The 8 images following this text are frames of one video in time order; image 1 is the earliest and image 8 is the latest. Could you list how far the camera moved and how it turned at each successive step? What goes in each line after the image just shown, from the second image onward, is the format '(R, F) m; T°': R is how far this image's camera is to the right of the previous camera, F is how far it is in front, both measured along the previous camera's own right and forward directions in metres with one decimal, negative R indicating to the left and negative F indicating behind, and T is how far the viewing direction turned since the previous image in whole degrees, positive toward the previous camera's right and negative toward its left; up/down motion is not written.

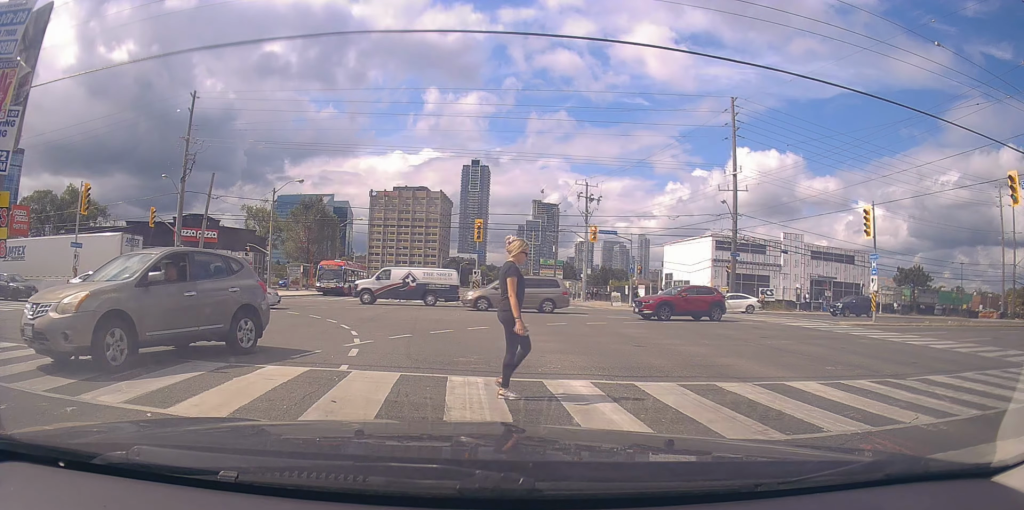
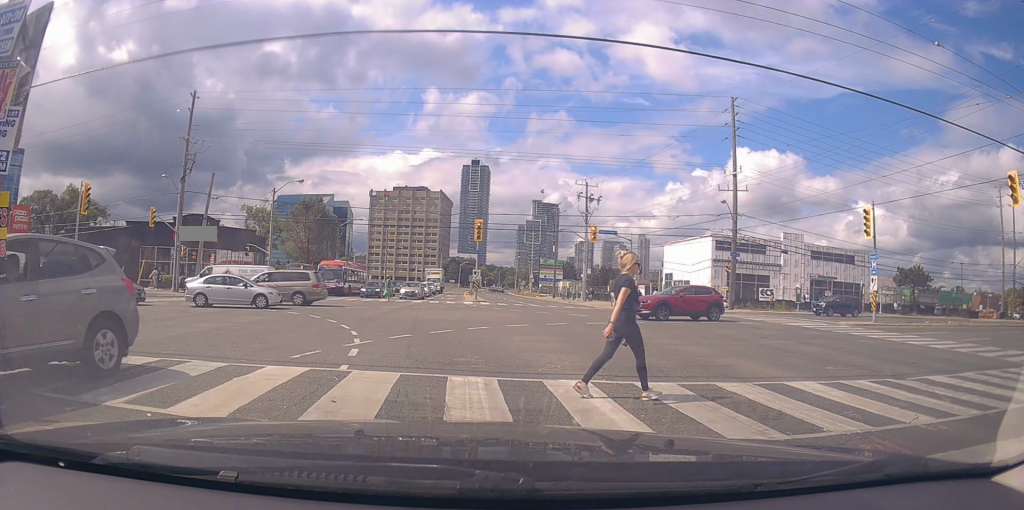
(0.0, 0.0) m; 0°
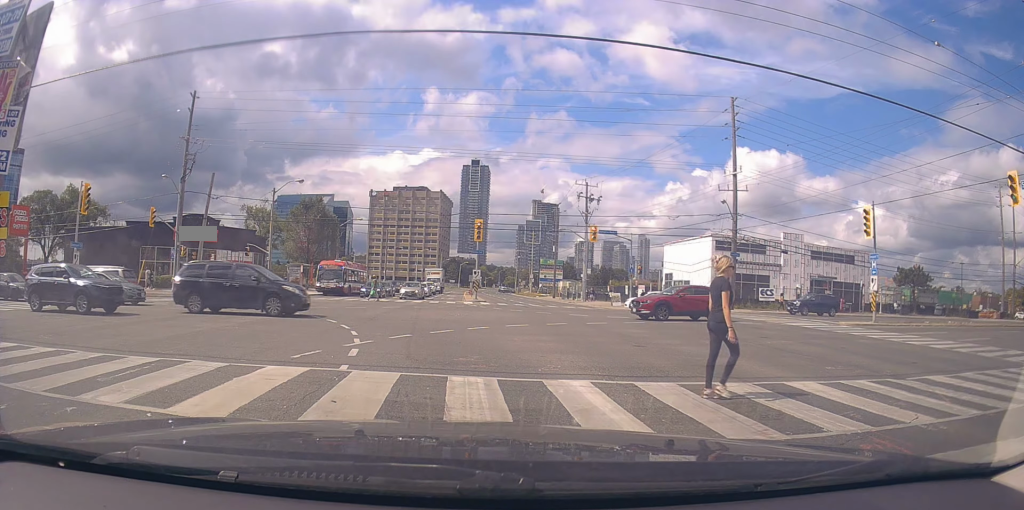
(0.0, 0.0) m; 0°
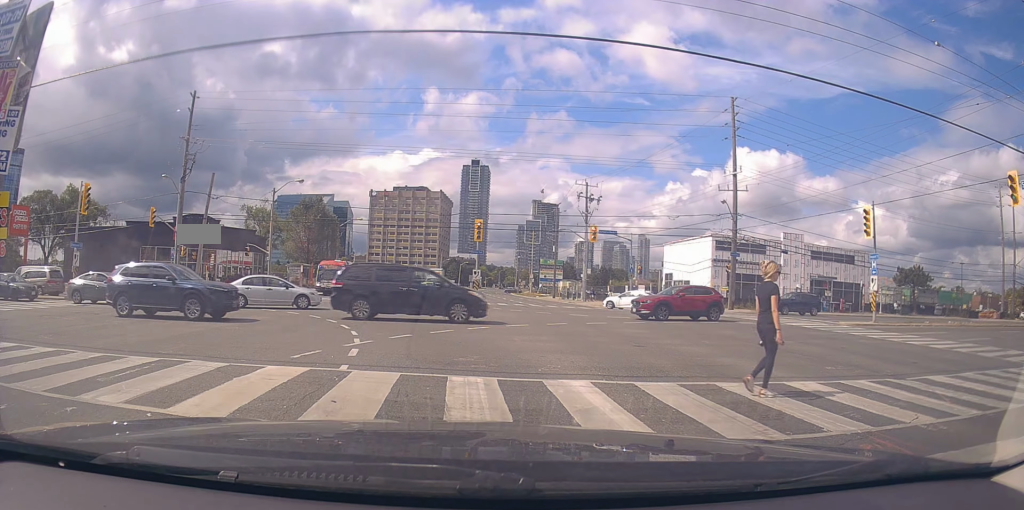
(0.0, 0.0) m; 0°
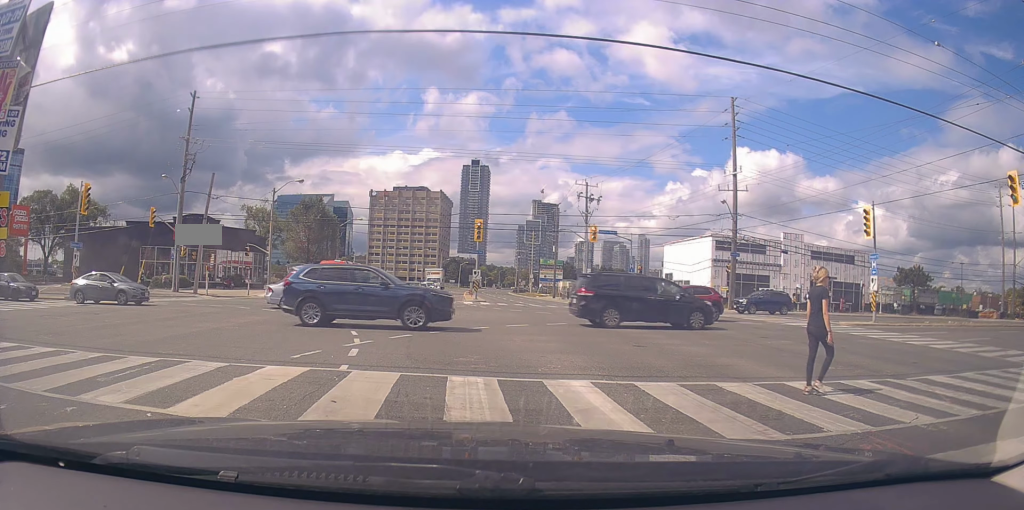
(0.0, 0.0) m; 0°
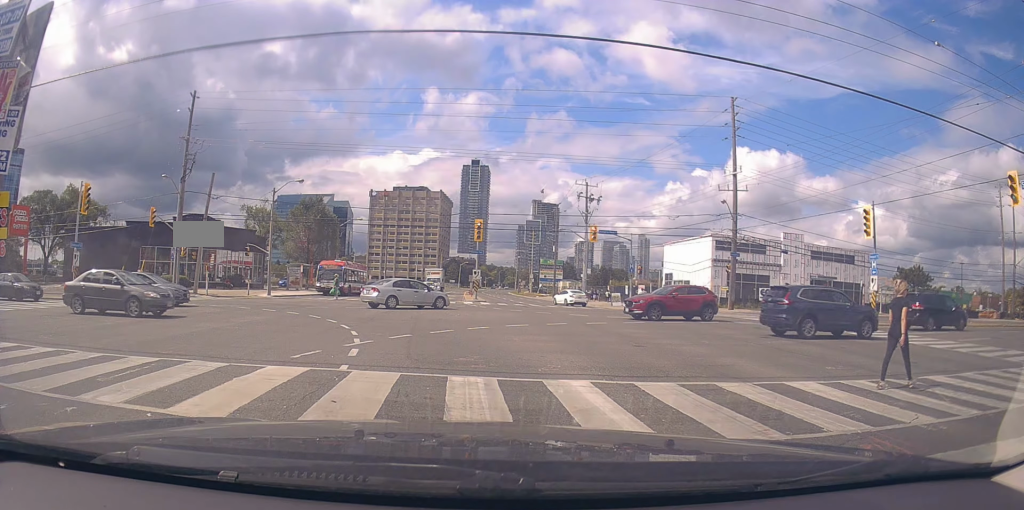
(0.0, 0.0) m; 0°
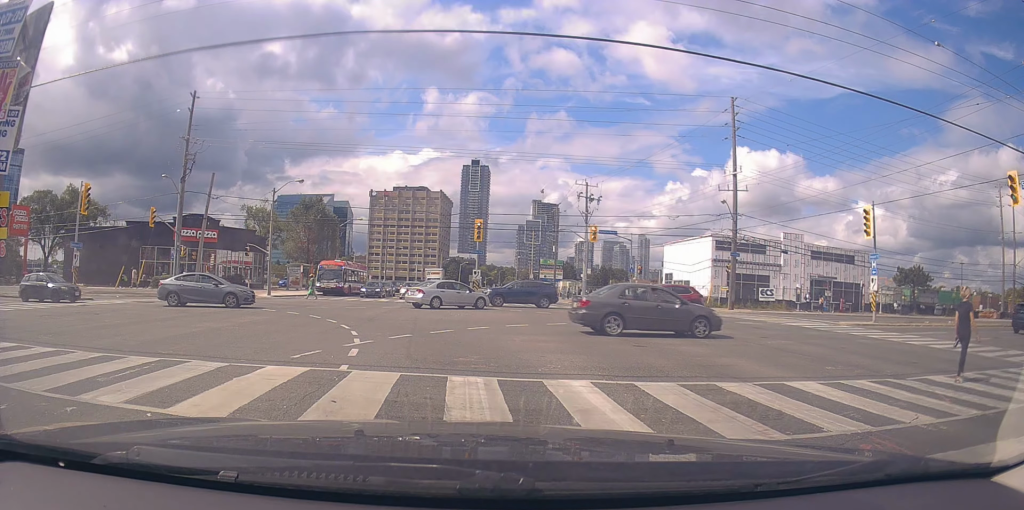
(0.0, 0.0) m; 0°
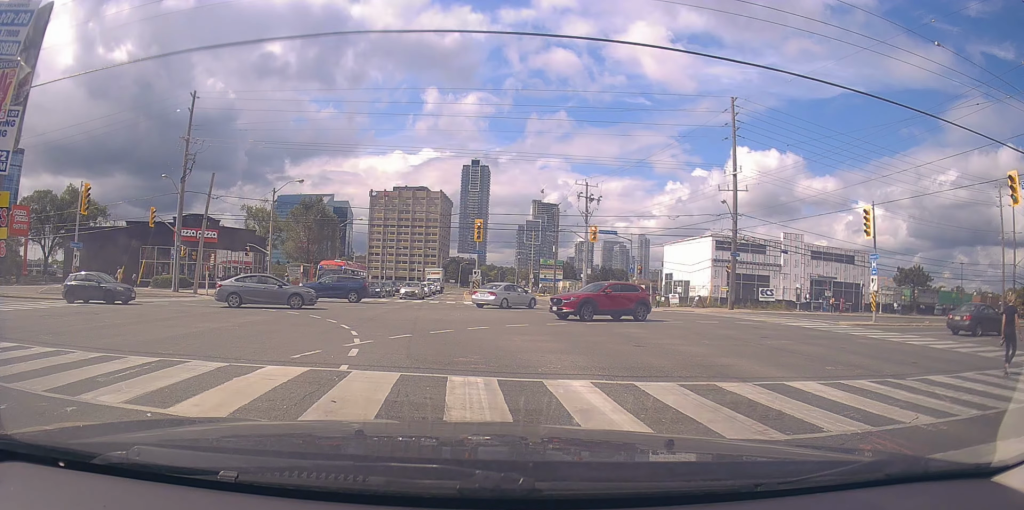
(0.0, 0.0) m; 0°
